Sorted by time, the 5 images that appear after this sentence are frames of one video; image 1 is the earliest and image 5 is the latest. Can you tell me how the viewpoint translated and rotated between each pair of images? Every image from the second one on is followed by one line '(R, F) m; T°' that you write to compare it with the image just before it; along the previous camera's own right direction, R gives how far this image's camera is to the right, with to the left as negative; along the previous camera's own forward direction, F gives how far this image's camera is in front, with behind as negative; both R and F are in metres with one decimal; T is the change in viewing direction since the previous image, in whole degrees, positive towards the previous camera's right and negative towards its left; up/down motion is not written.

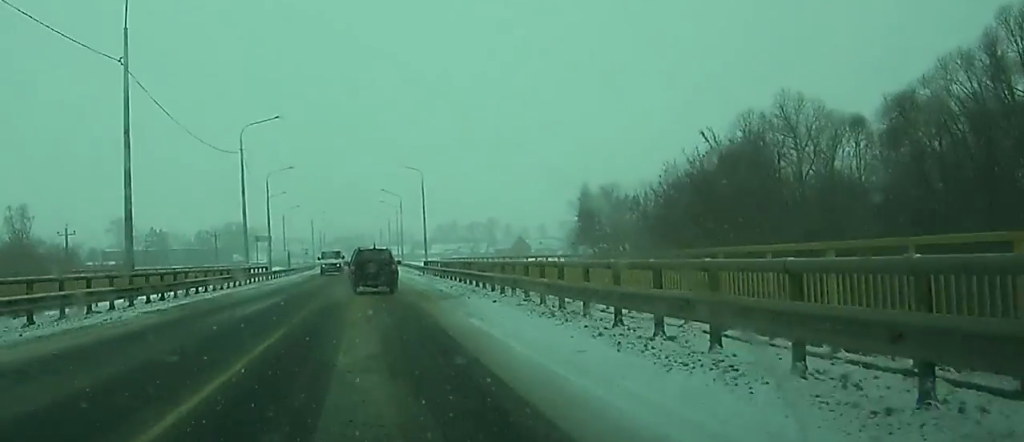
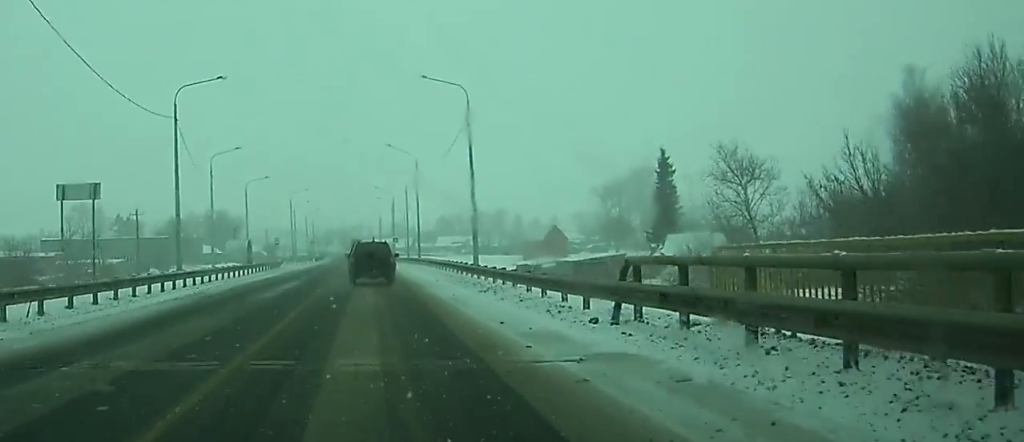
(-0.7, +46.6) m; -1°
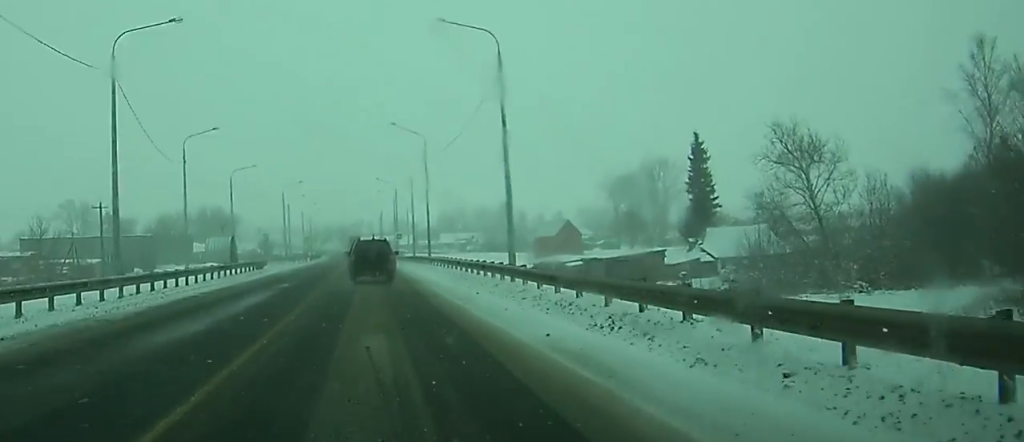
(0.0, +12.8) m; 0°
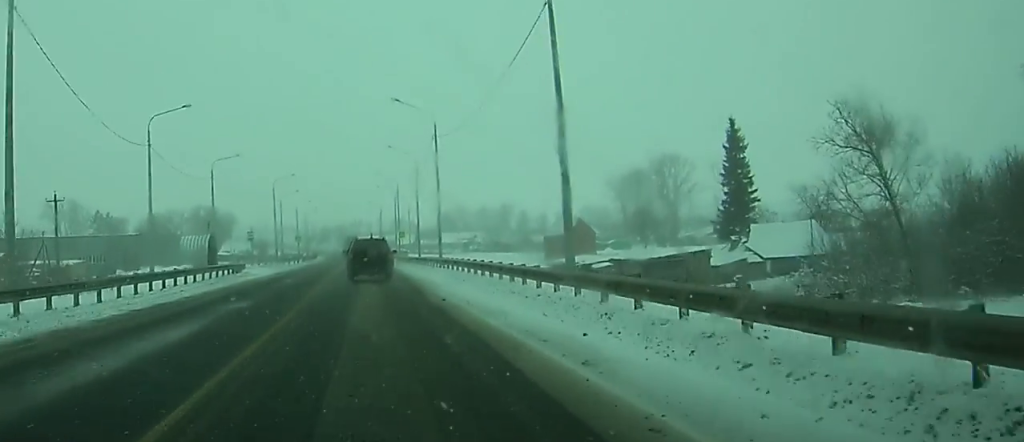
(-0.1, +11.6) m; 0°
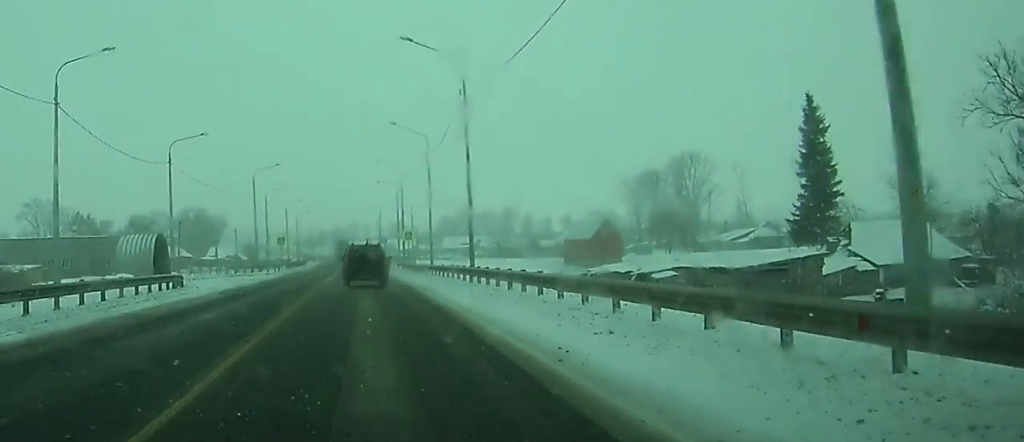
(0.0, +18.7) m; 0°
